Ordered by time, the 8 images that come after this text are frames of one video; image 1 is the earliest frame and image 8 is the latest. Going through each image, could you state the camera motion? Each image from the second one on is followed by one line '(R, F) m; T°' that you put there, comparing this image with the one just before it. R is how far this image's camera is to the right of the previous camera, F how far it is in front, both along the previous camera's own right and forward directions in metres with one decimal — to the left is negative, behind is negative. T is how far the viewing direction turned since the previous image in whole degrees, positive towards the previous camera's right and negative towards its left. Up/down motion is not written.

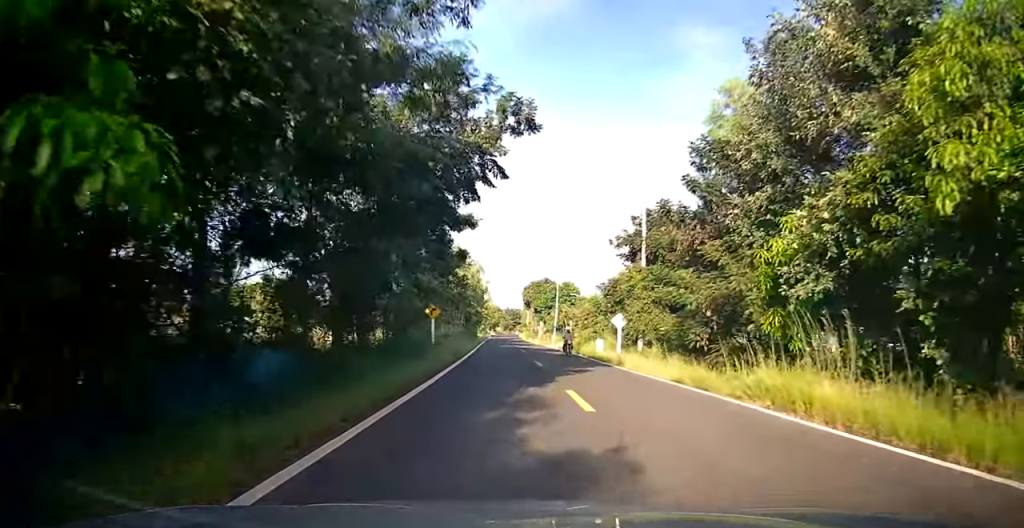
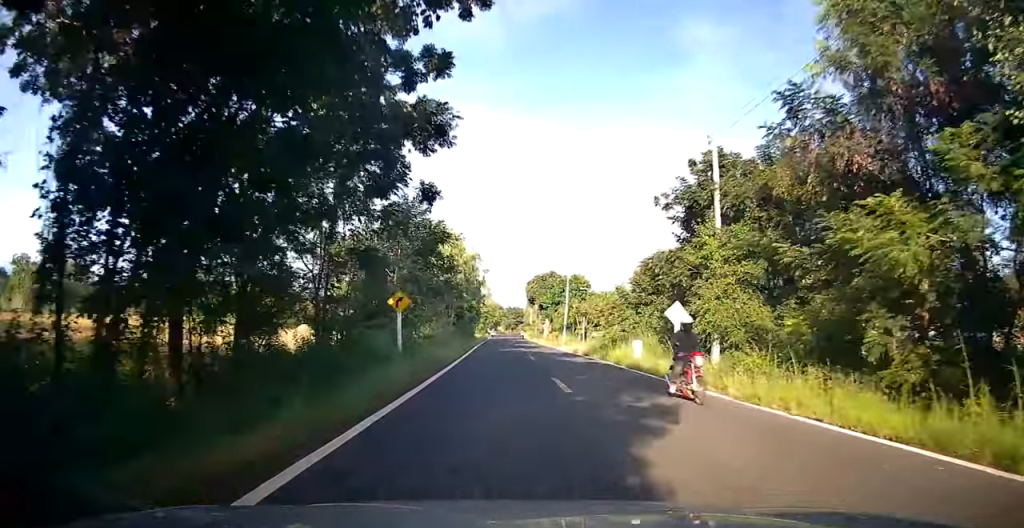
(0.0, +9.6) m; 0°
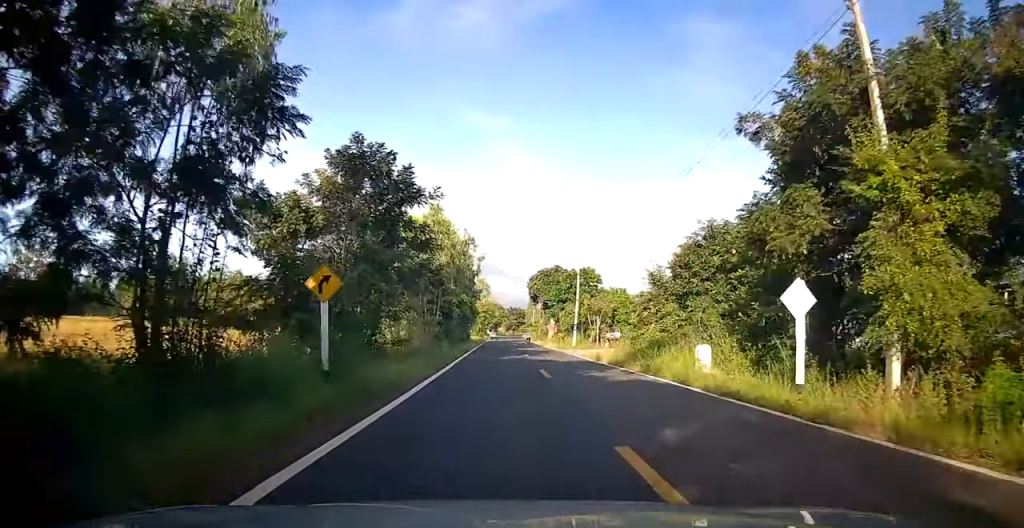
(-0.1, +8.4) m; 0°
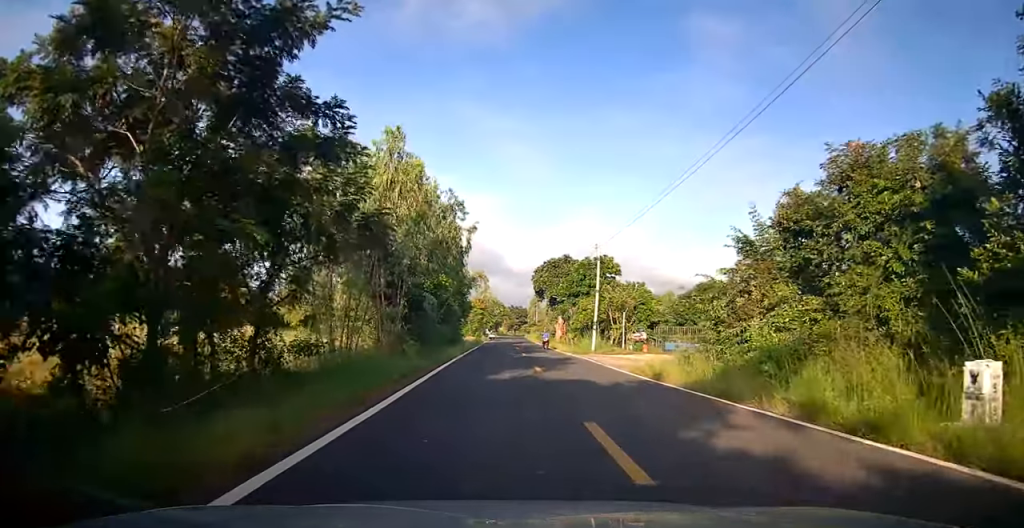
(0.0, +10.4) m; 0°
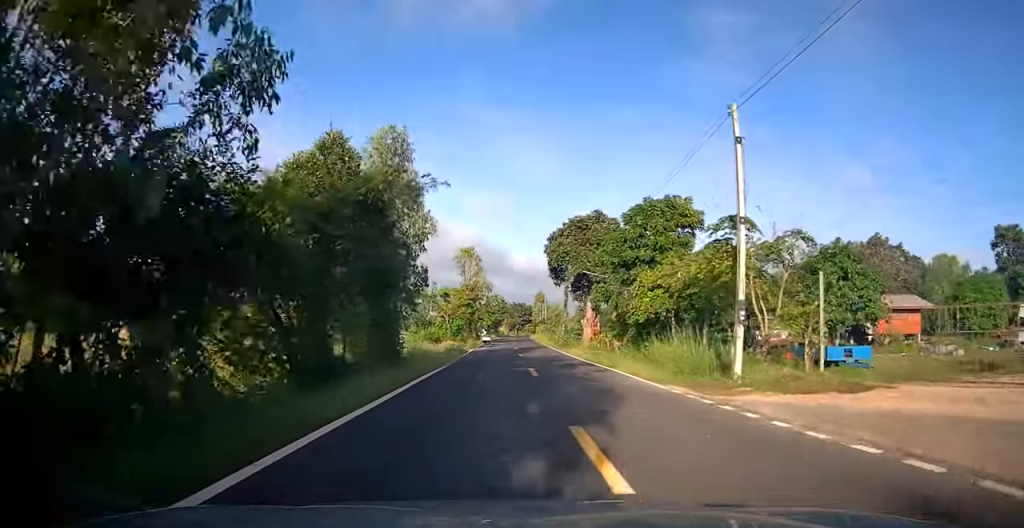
(0.0, +24.3) m; 0°
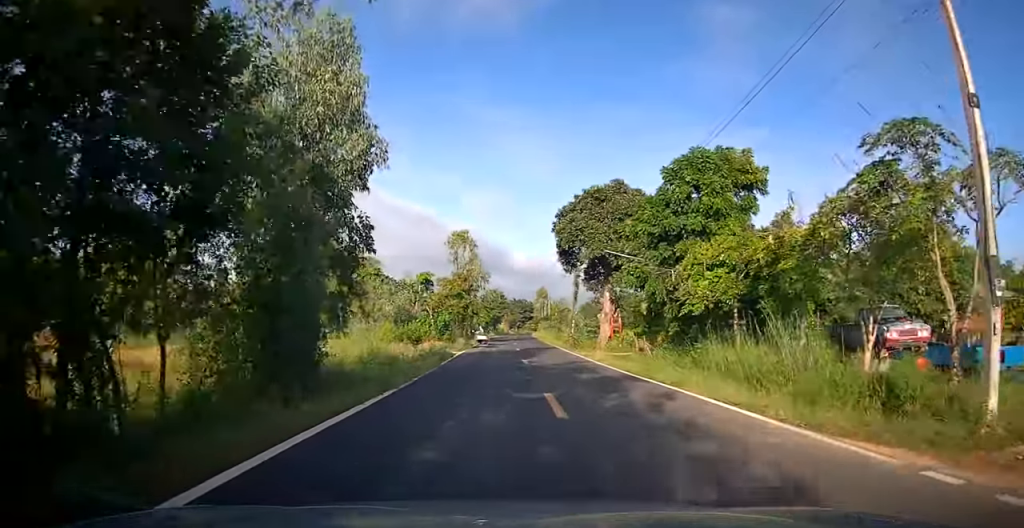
(+0.1, +8.4) m; 0°
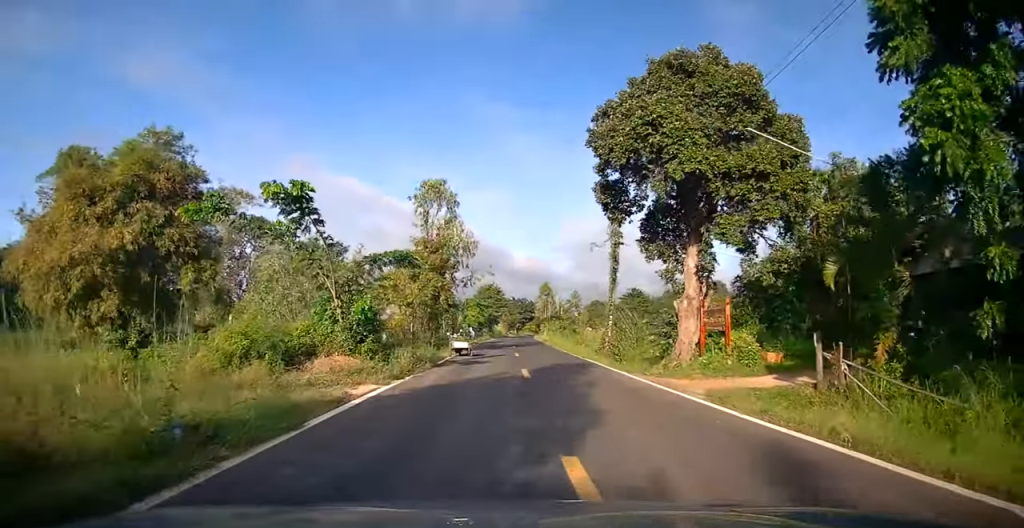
(-0.1, +17.3) m; 0°
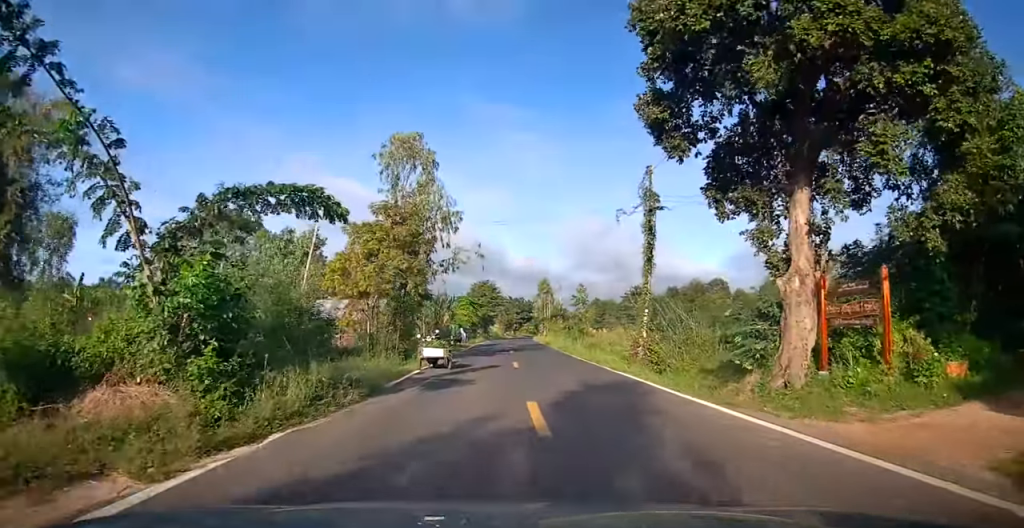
(0.0, +8.0) m; 0°
